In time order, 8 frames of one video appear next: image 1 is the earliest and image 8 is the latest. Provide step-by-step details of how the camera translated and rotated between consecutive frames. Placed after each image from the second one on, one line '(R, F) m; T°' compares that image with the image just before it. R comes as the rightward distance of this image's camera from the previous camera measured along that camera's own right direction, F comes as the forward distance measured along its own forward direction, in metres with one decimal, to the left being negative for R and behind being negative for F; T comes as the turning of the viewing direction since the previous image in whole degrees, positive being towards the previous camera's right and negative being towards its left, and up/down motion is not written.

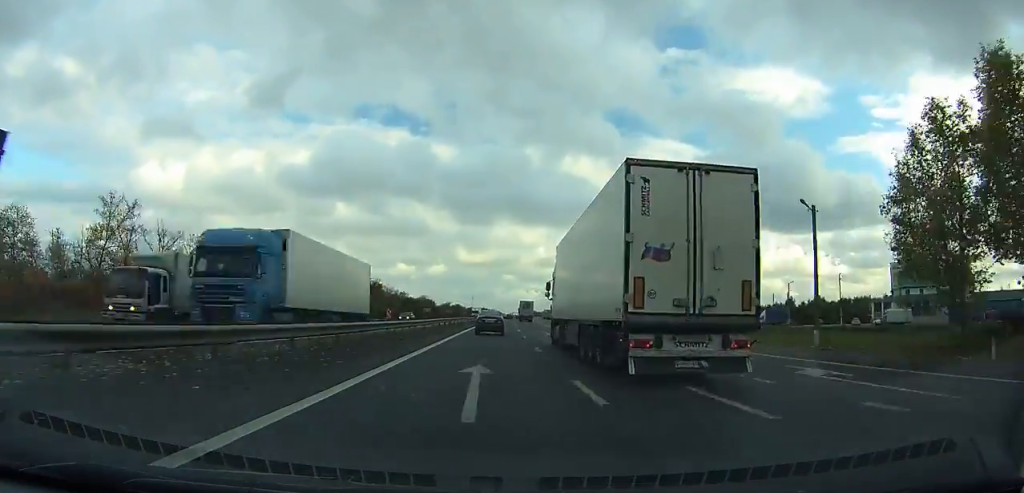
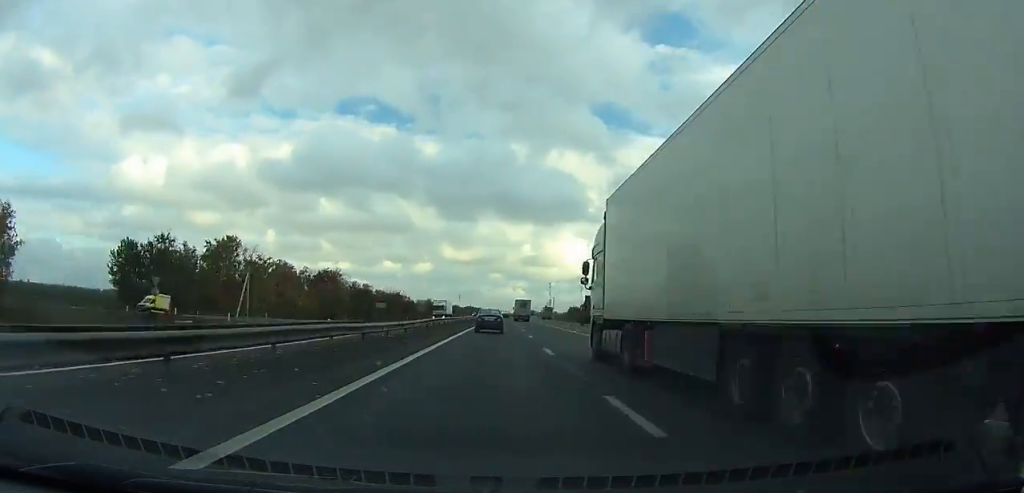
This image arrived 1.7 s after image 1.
(+0.1, +49.3) m; 0°
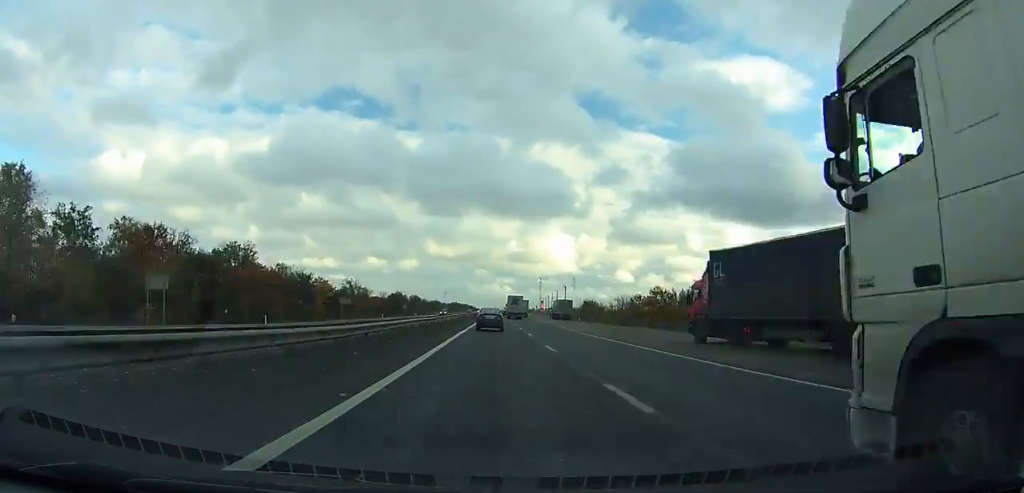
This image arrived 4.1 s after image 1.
(+0.2, +70.0) m; +1°
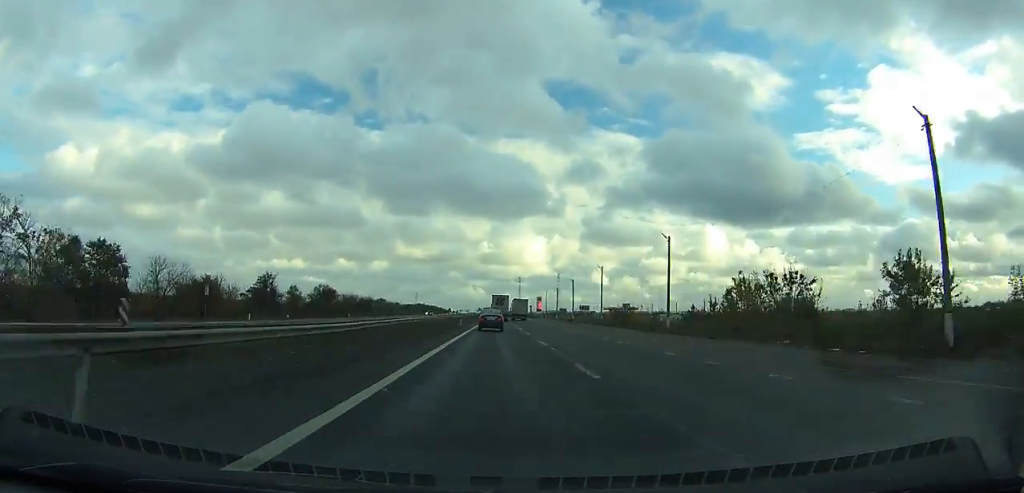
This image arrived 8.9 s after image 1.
(+3.3, +139.6) m; +2°
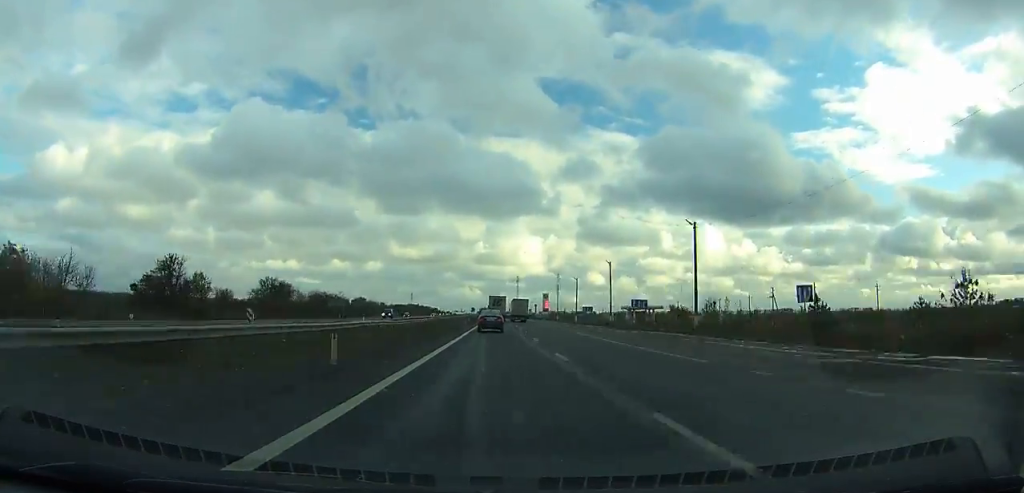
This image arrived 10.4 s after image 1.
(+0.3, +43.2) m; 0°
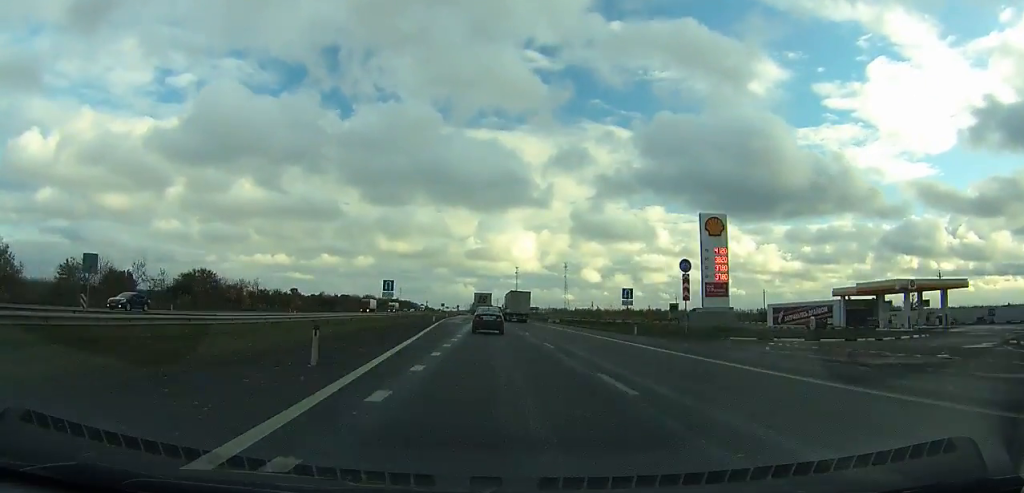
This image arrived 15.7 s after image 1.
(+1.8, +150.8) m; +1°
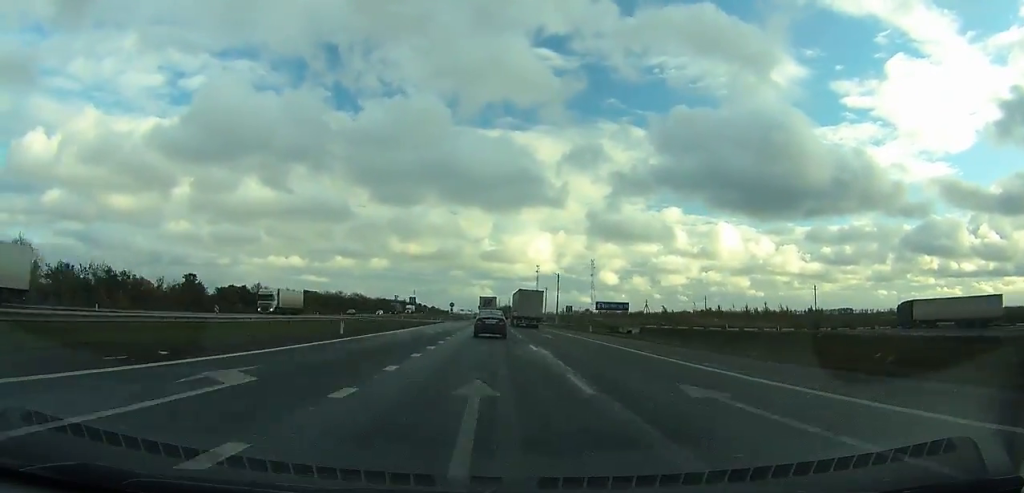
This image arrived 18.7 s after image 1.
(0.0, +83.6) m; -1°
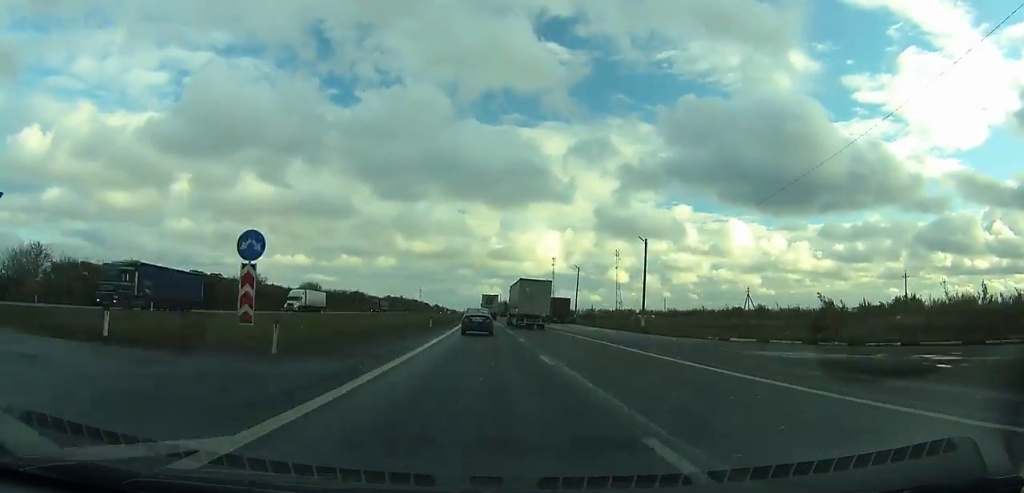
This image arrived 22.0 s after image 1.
(-1.6, +90.9) m; -2°
